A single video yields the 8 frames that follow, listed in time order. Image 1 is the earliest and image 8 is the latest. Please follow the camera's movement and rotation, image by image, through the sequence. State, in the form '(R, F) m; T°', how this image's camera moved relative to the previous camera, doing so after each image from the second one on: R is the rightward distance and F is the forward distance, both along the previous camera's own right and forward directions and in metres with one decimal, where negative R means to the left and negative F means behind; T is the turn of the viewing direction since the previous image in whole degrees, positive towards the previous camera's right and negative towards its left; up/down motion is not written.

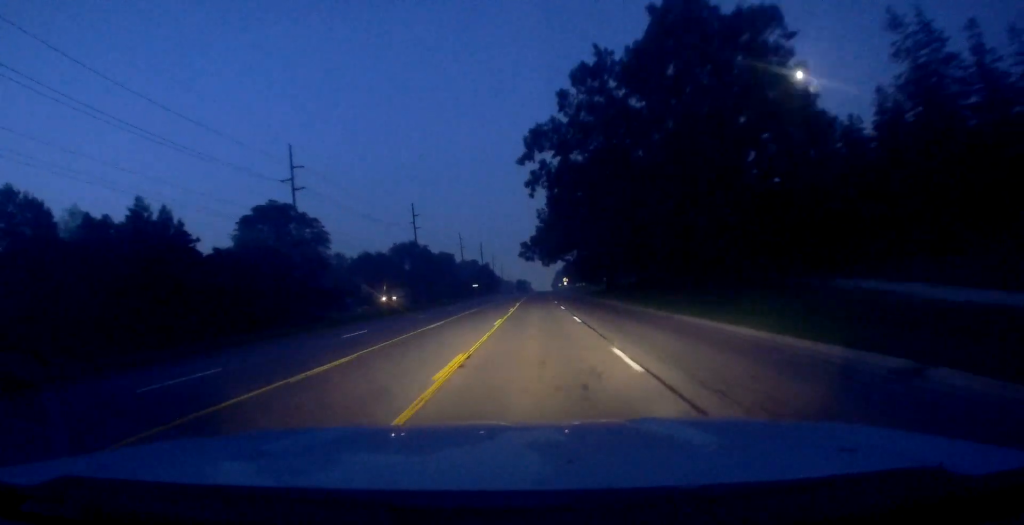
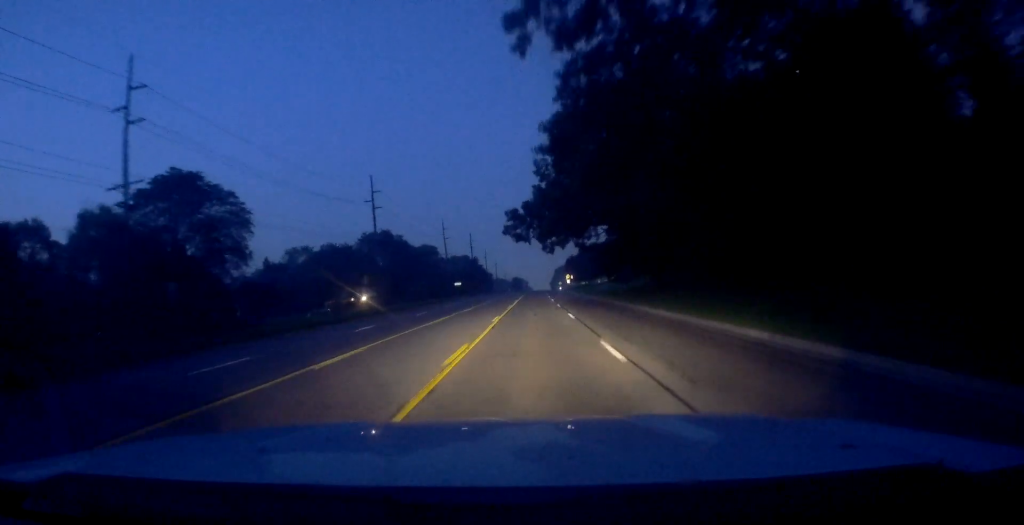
(-0.8, +28.5) m; -1°
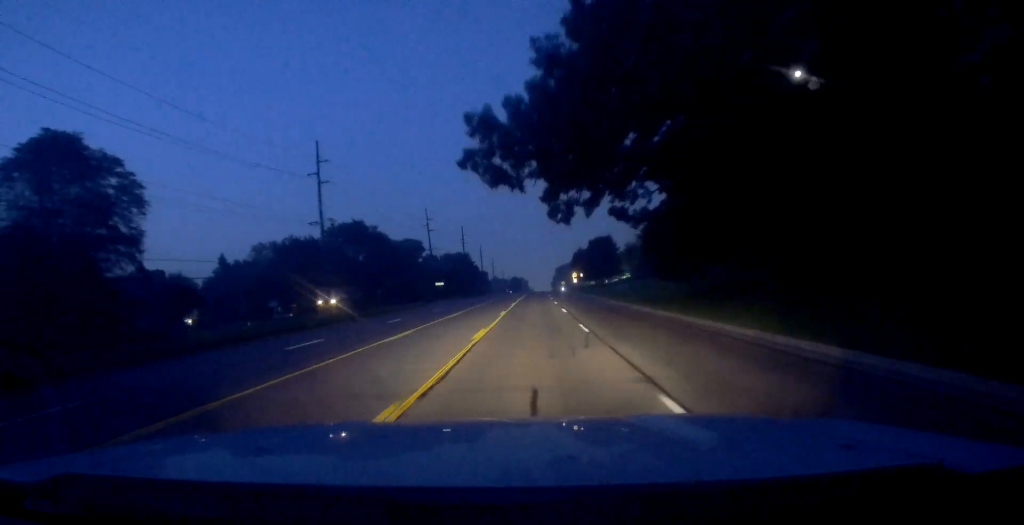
(0.0, +23.3) m; +1°
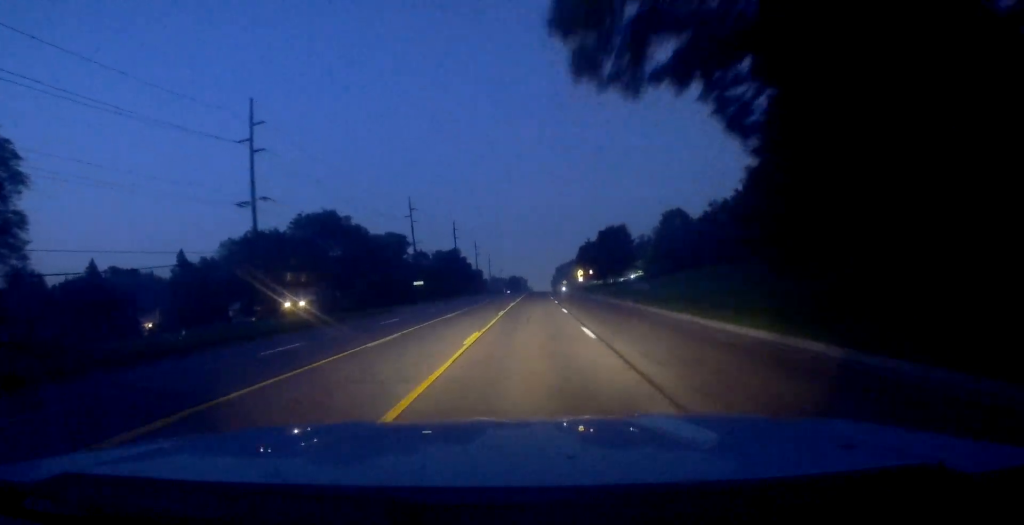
(+0.2, +17.0) m; +1°
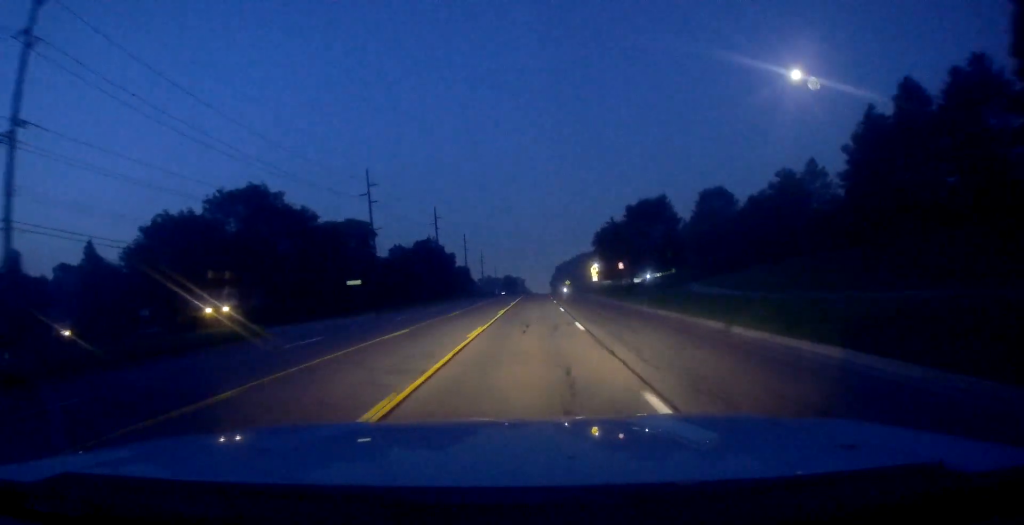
(+0.1, +28.1) m; -1°
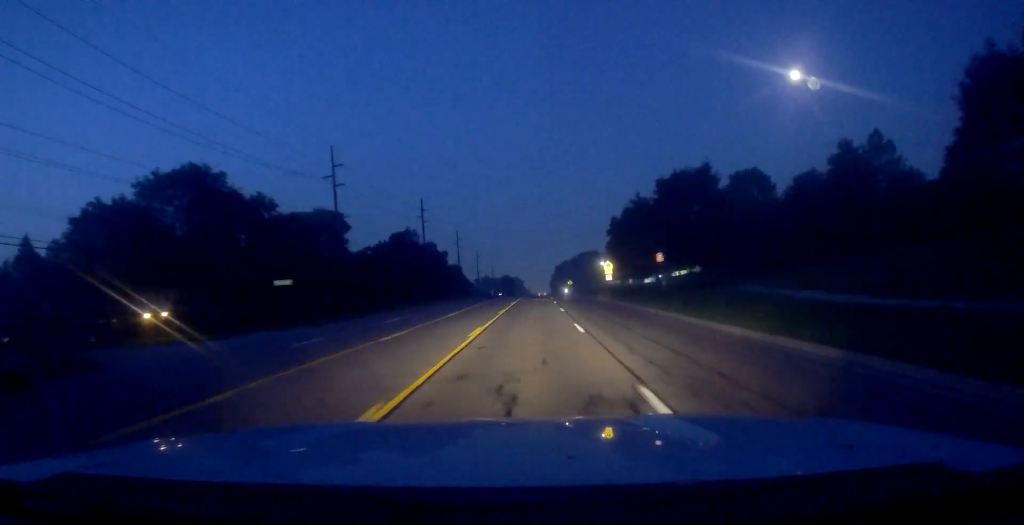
(-0.3, +15.2) m; 0°
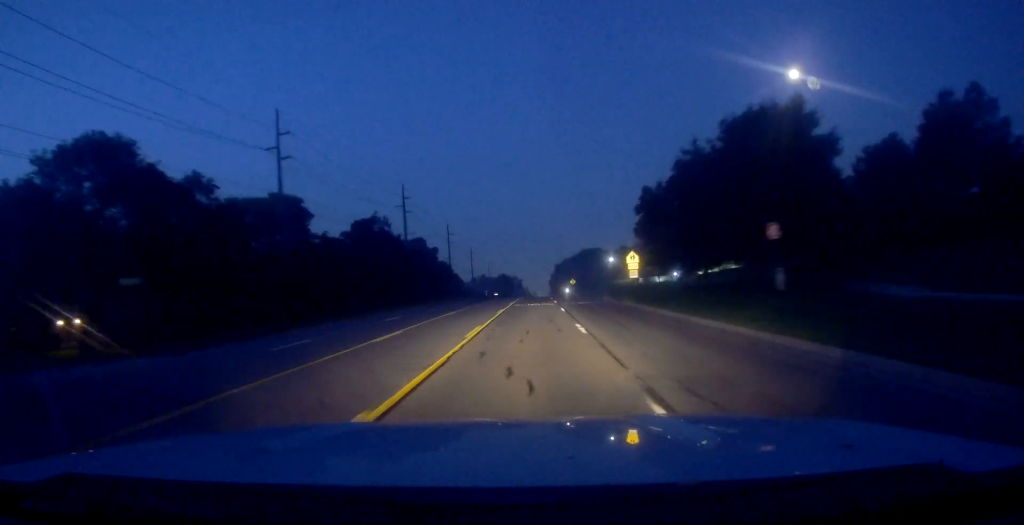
(+0.1, +16.0) m; 0°
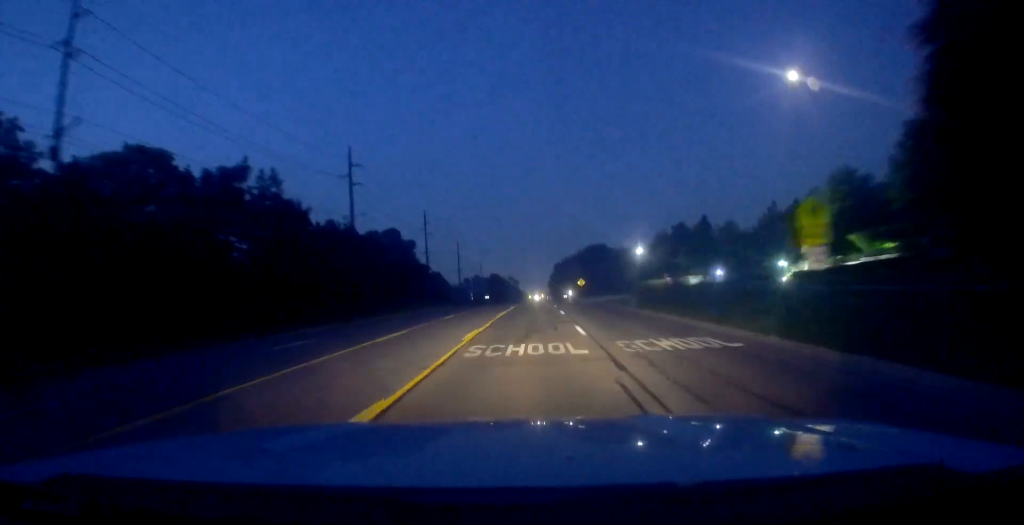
(-0.1, +30.8) m; 0°
